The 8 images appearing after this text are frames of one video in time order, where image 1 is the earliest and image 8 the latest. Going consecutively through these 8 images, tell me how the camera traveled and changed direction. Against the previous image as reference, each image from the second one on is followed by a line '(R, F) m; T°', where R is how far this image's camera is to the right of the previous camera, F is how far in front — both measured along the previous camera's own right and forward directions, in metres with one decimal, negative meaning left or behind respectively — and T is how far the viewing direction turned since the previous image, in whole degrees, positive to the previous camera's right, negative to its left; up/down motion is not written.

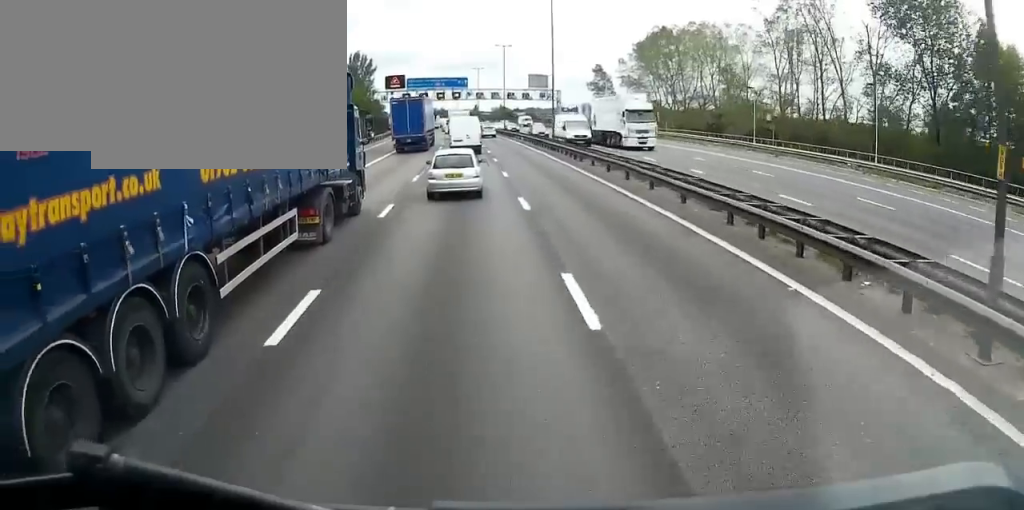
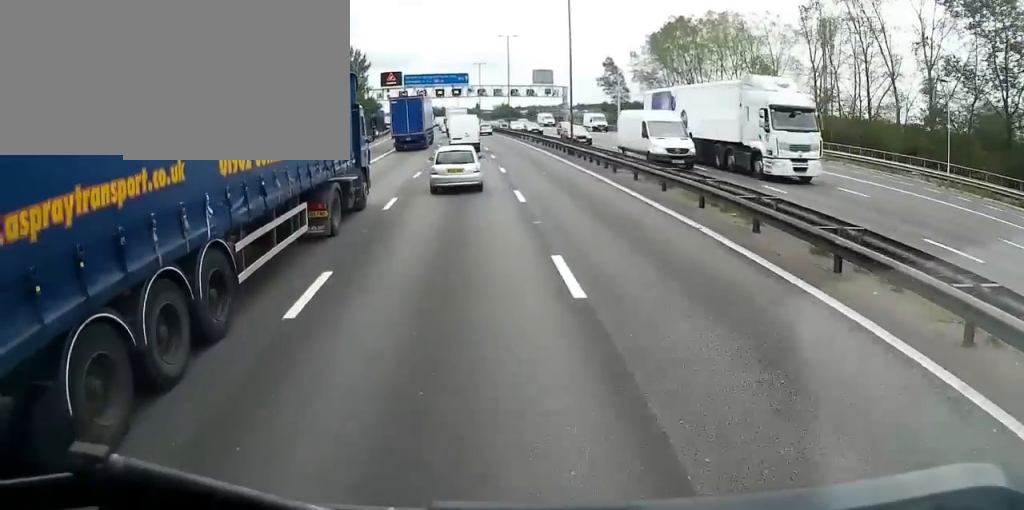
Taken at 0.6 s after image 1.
(0.0, +7.5) m; 0°
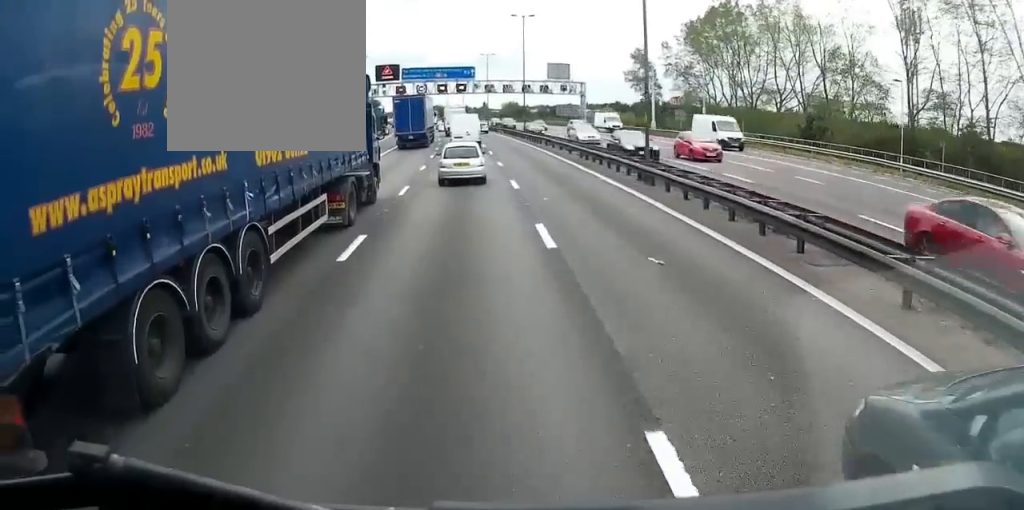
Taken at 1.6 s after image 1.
(-0.2, +13.5) m; 0°
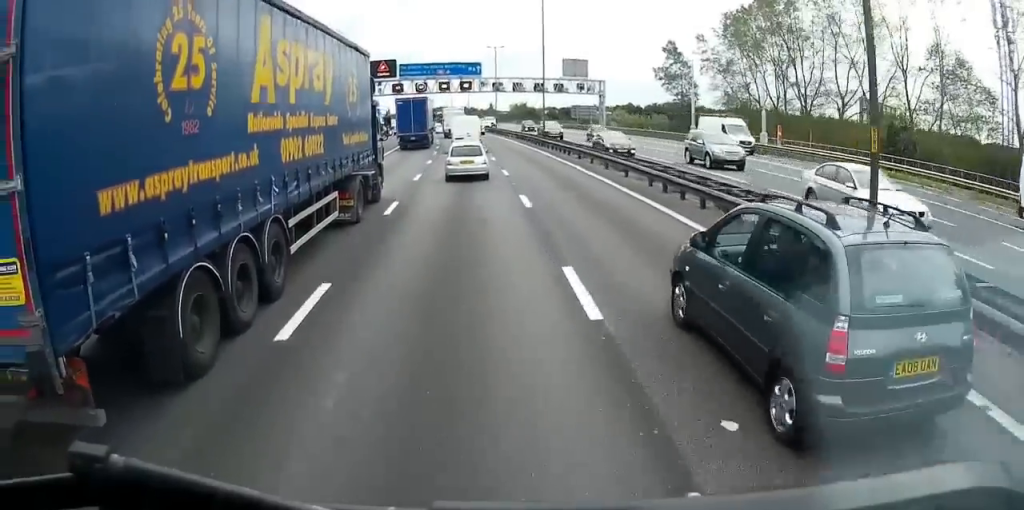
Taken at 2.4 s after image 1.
(+0.1, +12.1) m; 0°
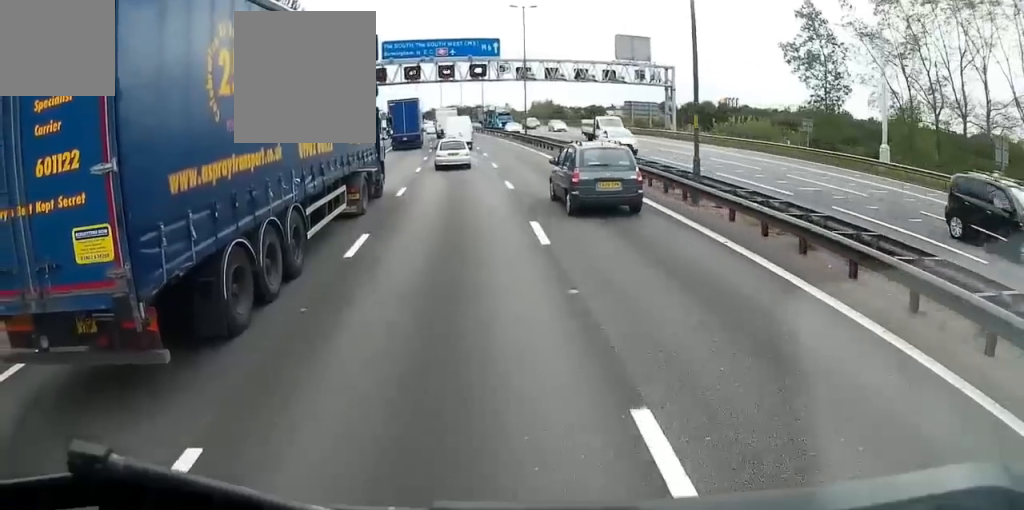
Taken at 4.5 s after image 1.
(+0.1, +29.4) m; 0°
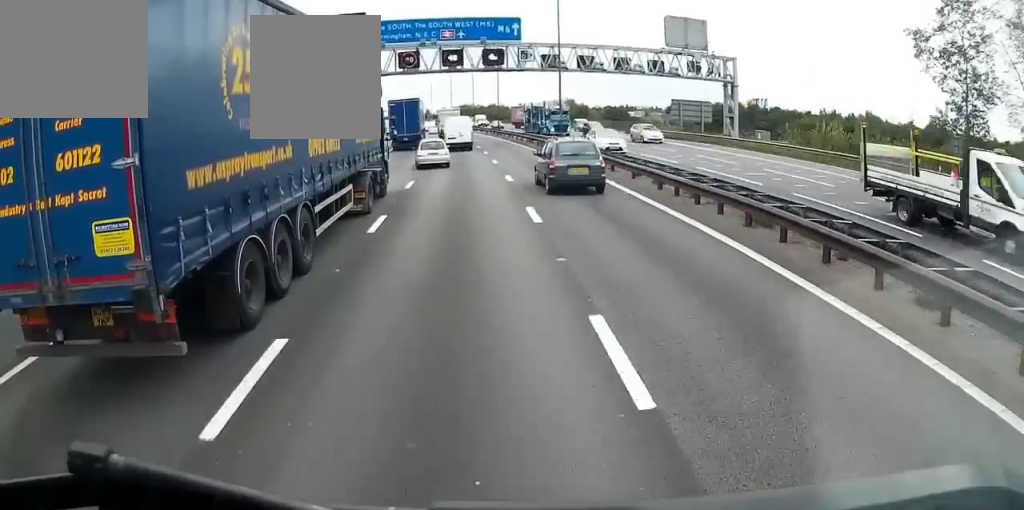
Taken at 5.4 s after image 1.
(-0.2, +14.0) m; -1°
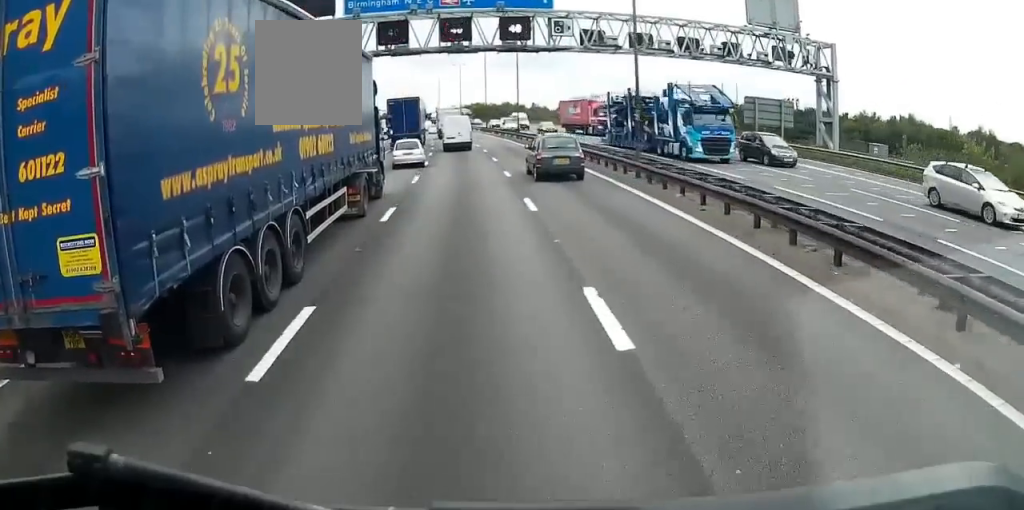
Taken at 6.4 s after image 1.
(-0.2, +15.3) m; -2°
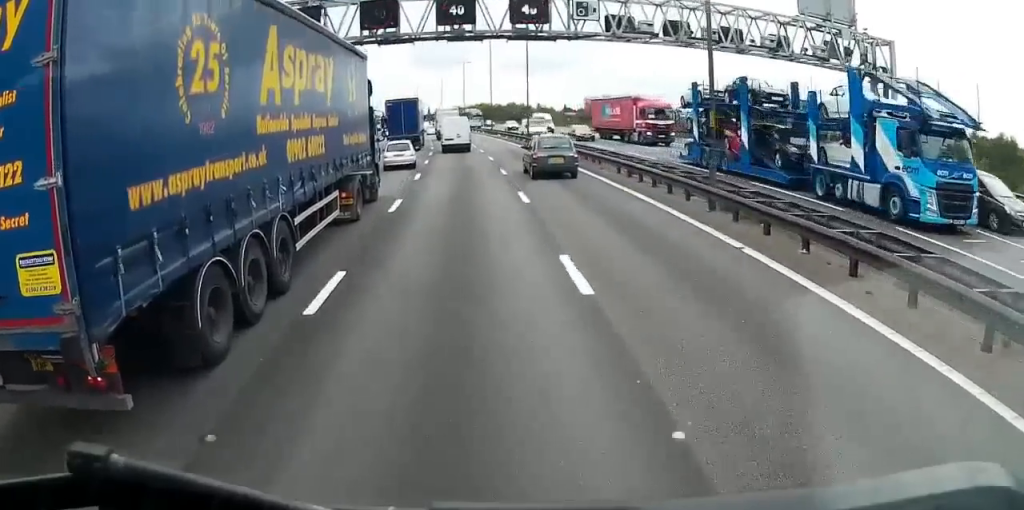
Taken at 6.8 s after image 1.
(-0.1, +6.6) m; -1°
